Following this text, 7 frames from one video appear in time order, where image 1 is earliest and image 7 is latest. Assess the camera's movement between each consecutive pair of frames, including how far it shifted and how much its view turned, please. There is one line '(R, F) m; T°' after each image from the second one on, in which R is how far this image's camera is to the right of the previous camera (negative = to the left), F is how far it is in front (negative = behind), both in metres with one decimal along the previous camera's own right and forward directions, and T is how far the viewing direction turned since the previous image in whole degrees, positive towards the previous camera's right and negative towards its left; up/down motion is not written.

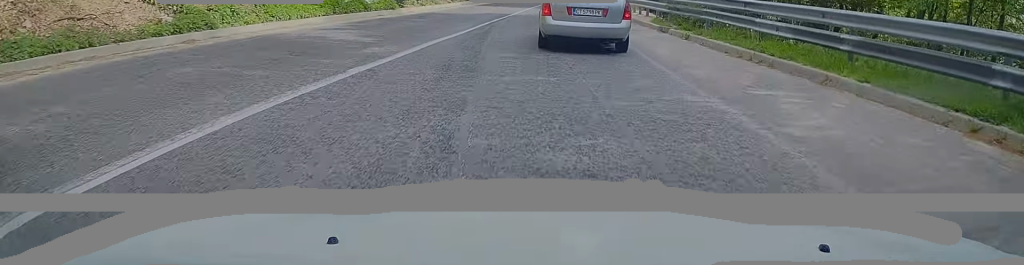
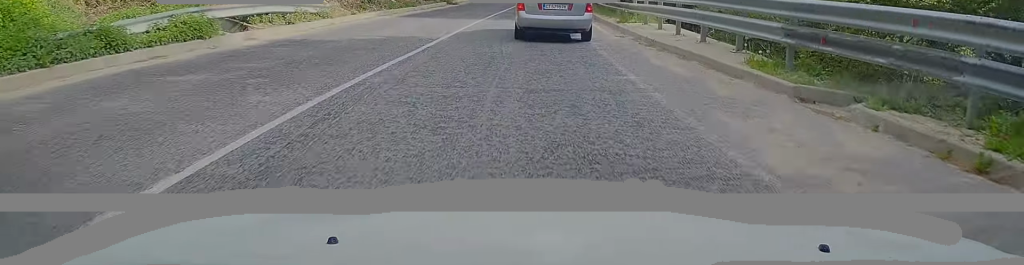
(+0.9, +13.9) m; +3°
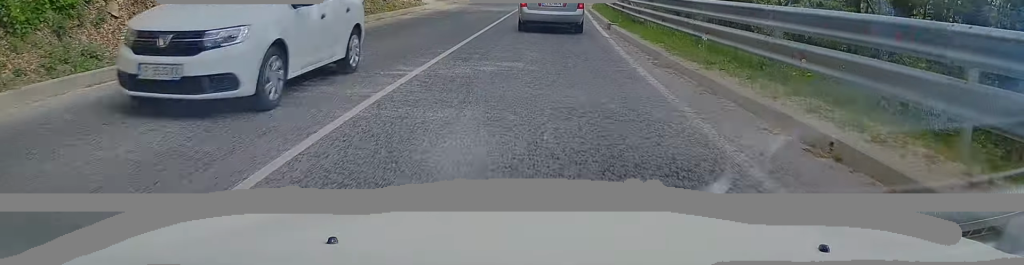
(-0.4, +22.8) m; 0°
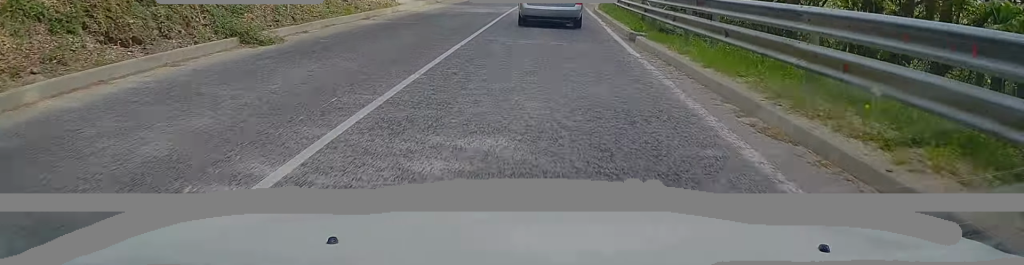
(+0.1, +5.6) m; 0°
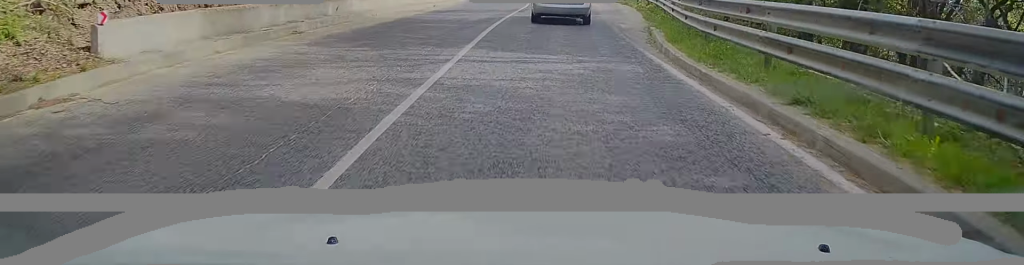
(+0.1, +19.1) m; +1°
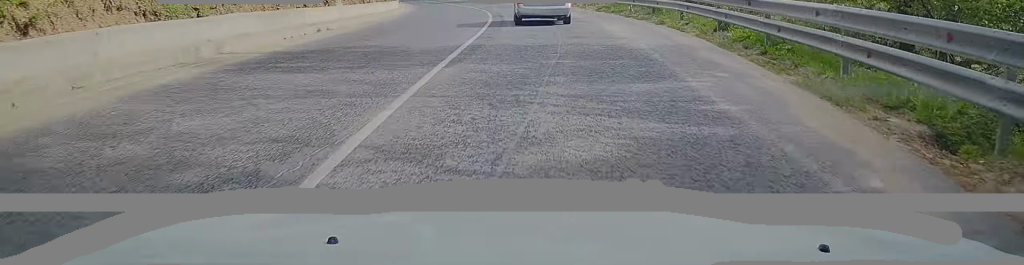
(+0.1, +16.2) m; +1°
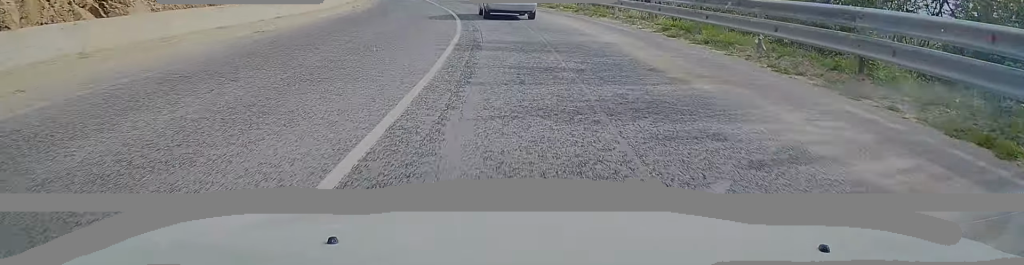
(0.0, +15.9) m; -1°
